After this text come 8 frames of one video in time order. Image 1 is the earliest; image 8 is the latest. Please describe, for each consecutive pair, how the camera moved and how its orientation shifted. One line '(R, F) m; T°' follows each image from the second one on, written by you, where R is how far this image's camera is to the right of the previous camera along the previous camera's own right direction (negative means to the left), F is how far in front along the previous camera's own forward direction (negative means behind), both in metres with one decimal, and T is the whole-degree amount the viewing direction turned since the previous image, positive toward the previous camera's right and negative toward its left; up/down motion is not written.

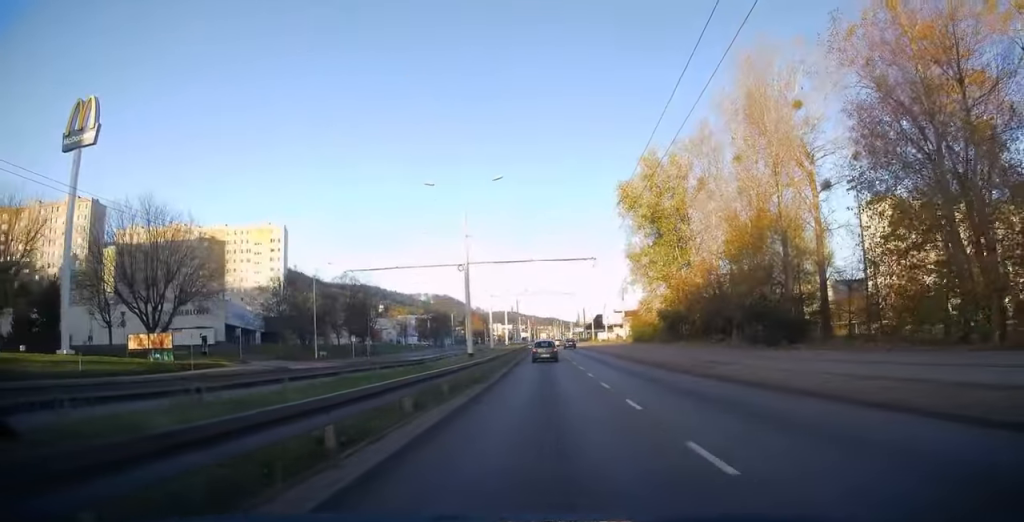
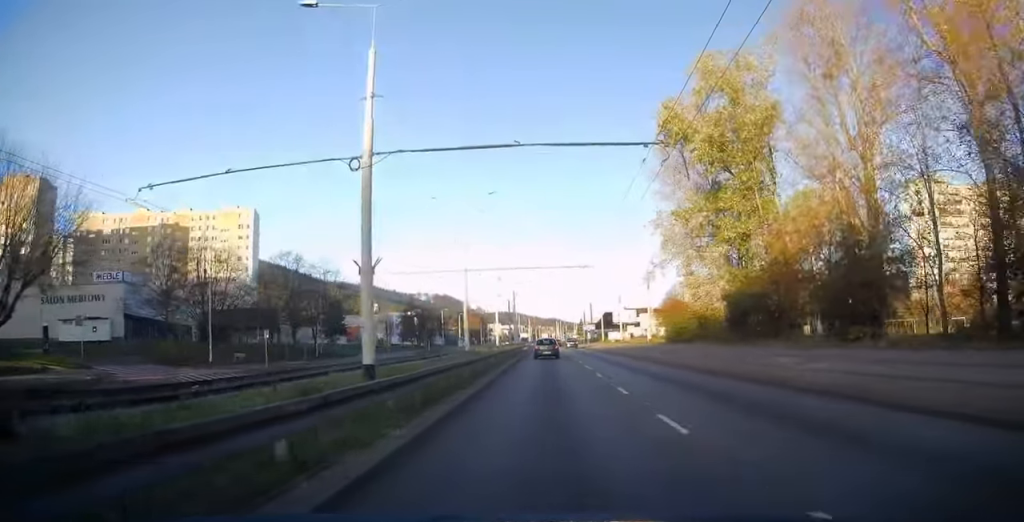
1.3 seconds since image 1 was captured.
(0.0, +21.5) m; 0°
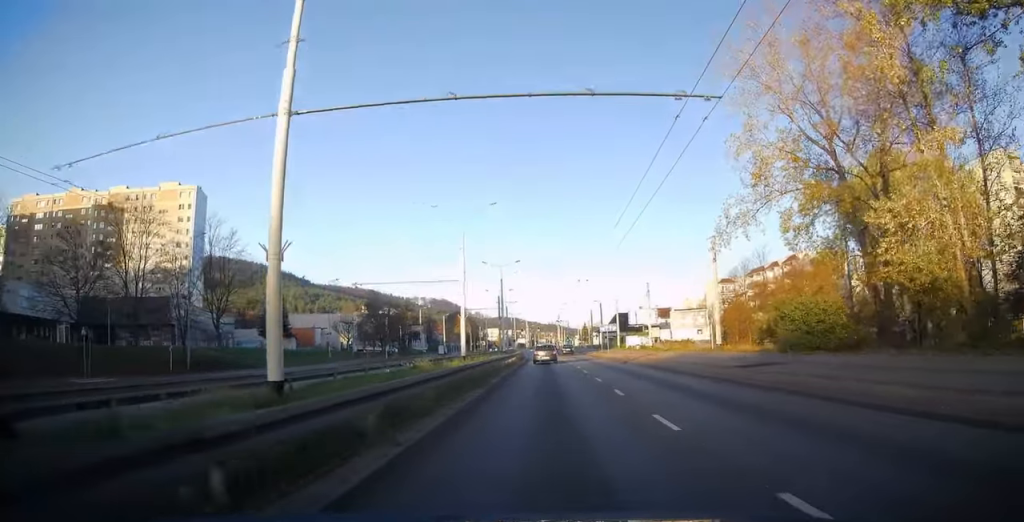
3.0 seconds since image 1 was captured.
(0.0, +29.6) m; 0°
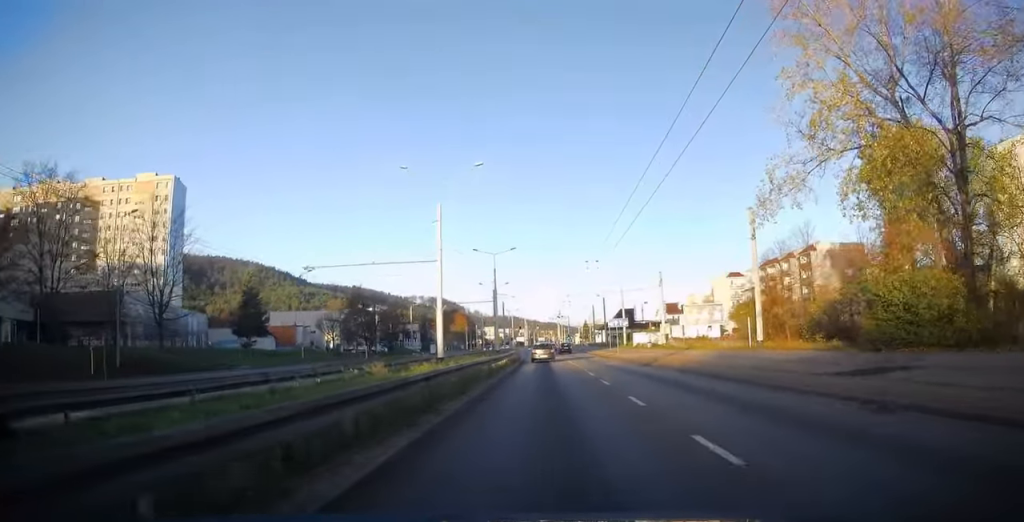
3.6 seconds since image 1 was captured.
(0.0, +8.9) m; 0°
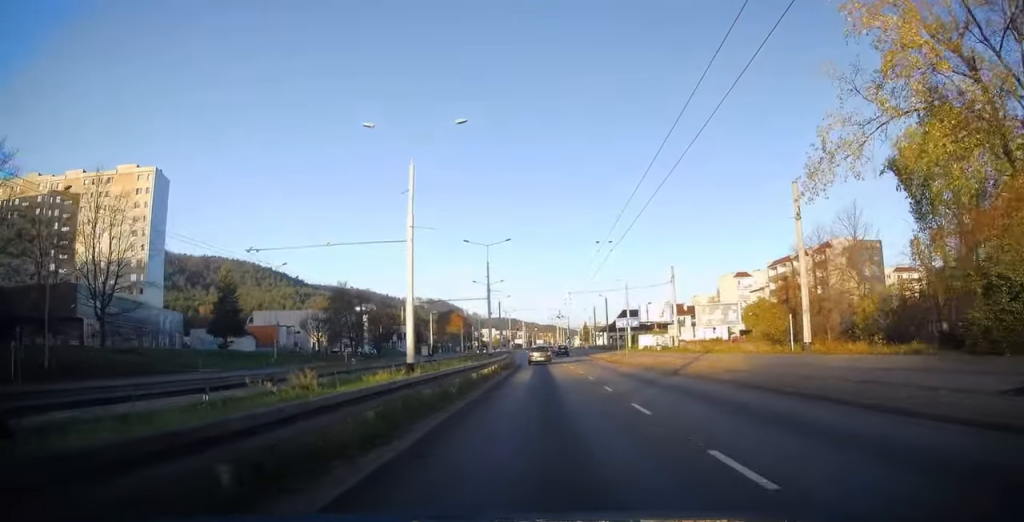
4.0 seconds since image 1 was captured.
(0.0, +7.0) m; 0°
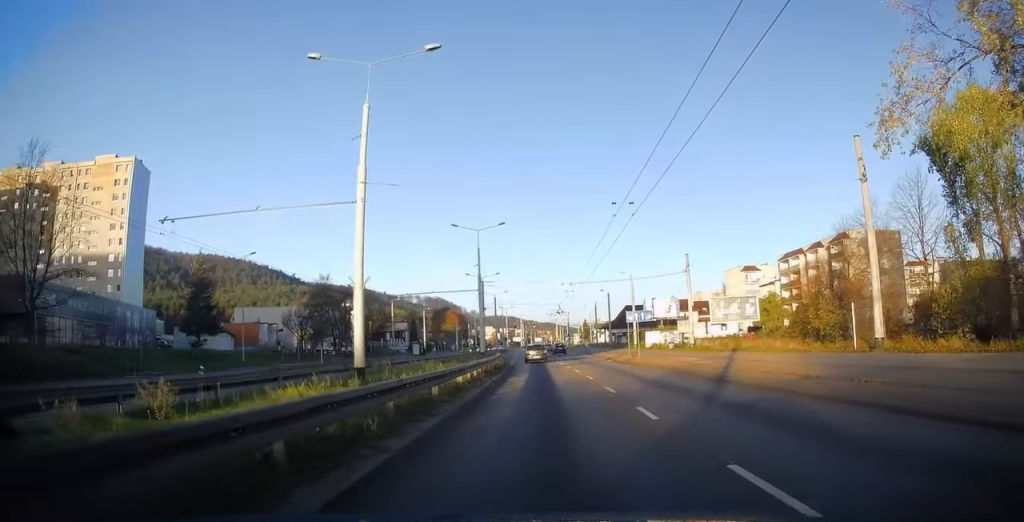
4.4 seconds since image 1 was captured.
(0.0, +6.9) m; 0°
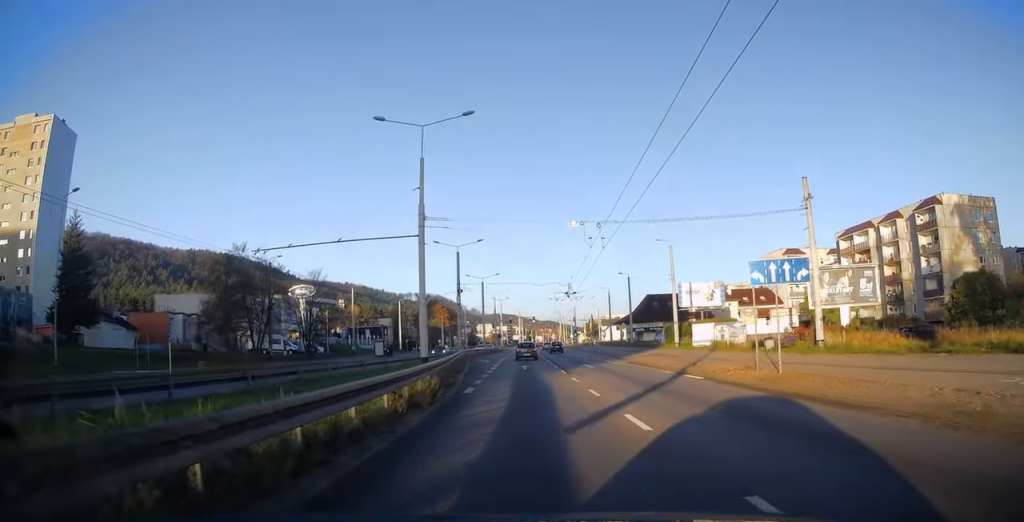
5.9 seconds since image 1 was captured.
(0.0, +25.3) m; 0°
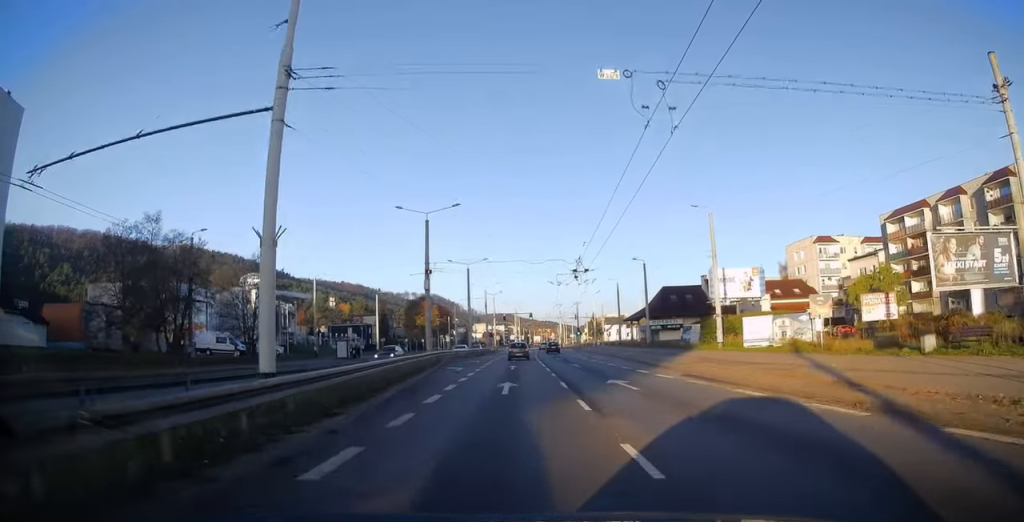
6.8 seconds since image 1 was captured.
(0.0, +15.0) m; 0°
